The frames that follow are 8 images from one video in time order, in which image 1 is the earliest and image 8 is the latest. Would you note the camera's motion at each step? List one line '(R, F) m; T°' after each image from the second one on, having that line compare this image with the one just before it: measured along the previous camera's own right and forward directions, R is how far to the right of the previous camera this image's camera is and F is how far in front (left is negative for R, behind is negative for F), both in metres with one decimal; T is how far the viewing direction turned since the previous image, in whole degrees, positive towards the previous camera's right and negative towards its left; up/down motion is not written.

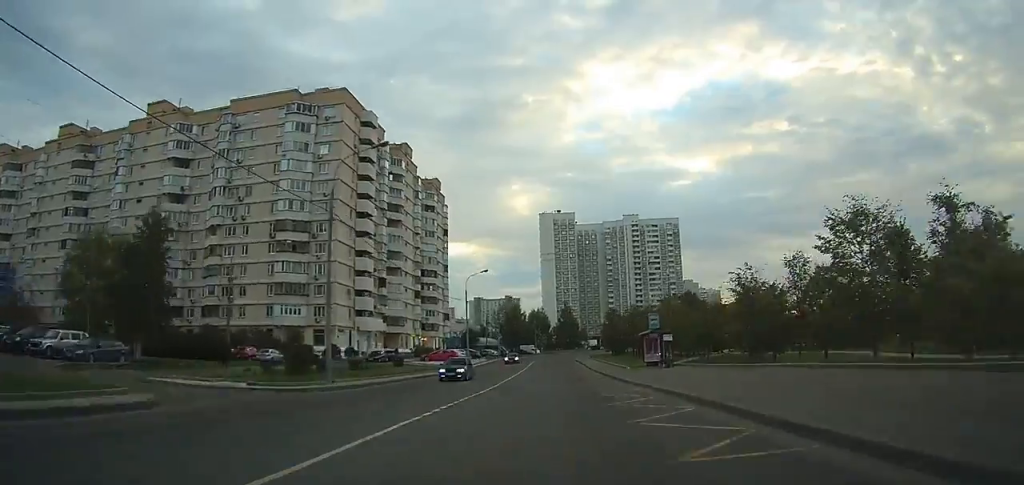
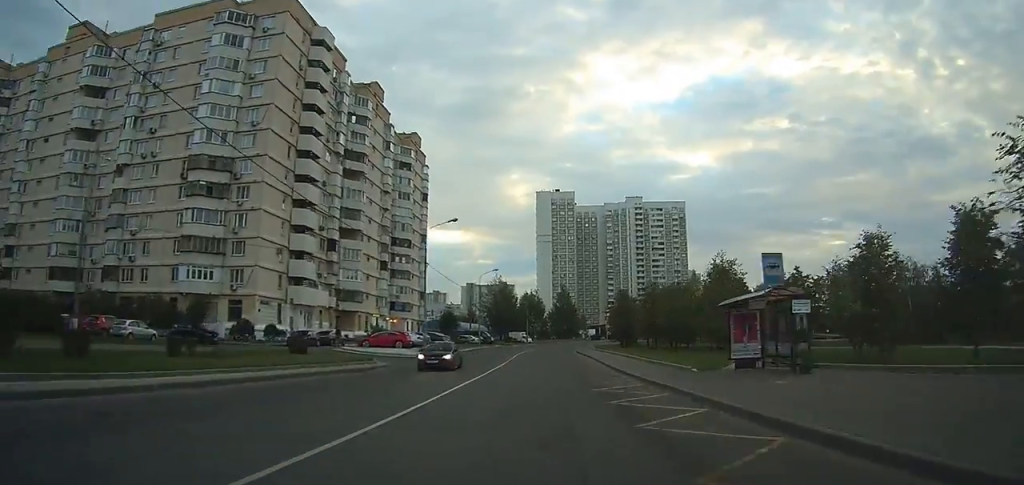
(+0.1, +22.4) m; +1°
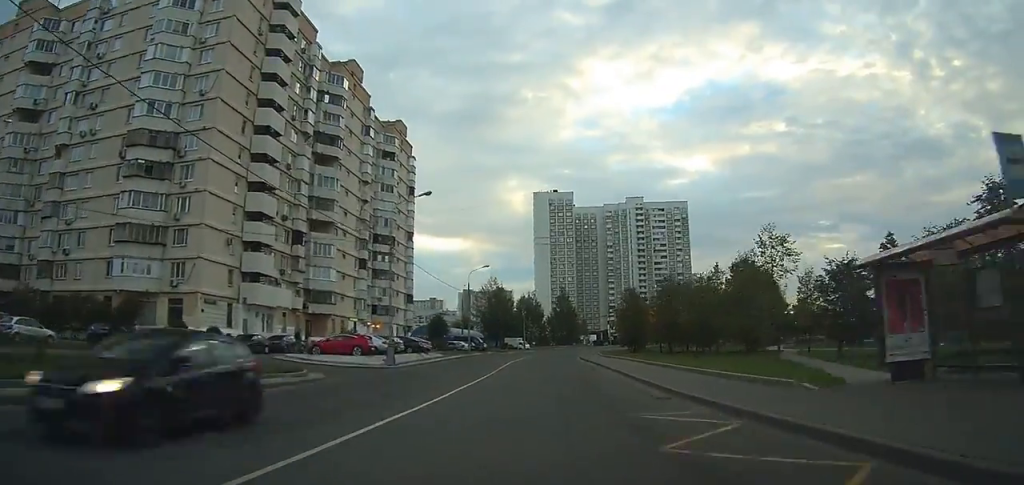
(+0.1, +10.6) m; 0°
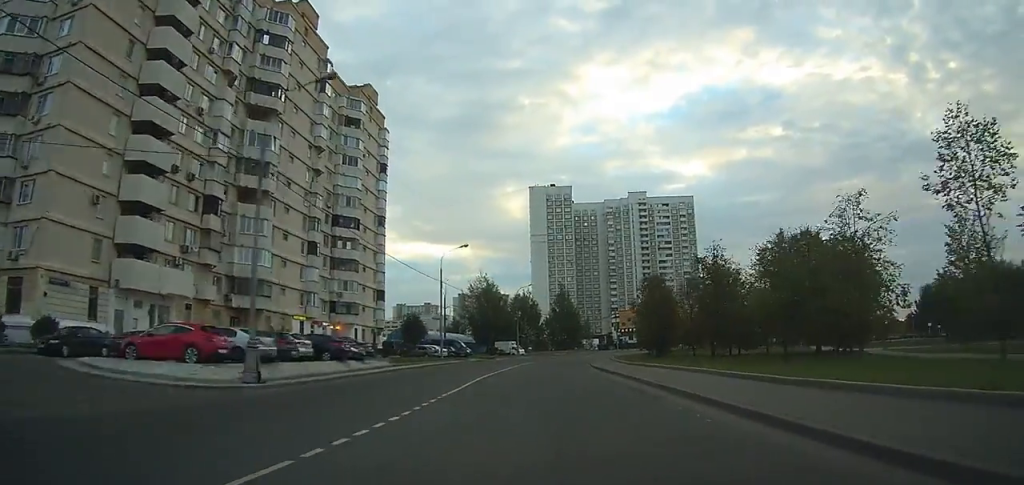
(+0.2, +18.4) m; +1°
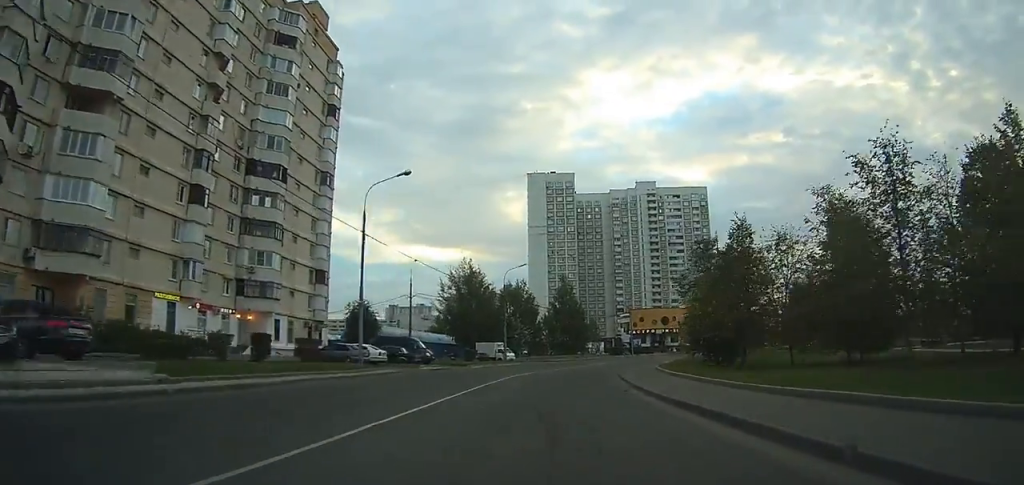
(0.0, +23.8) m; +1°
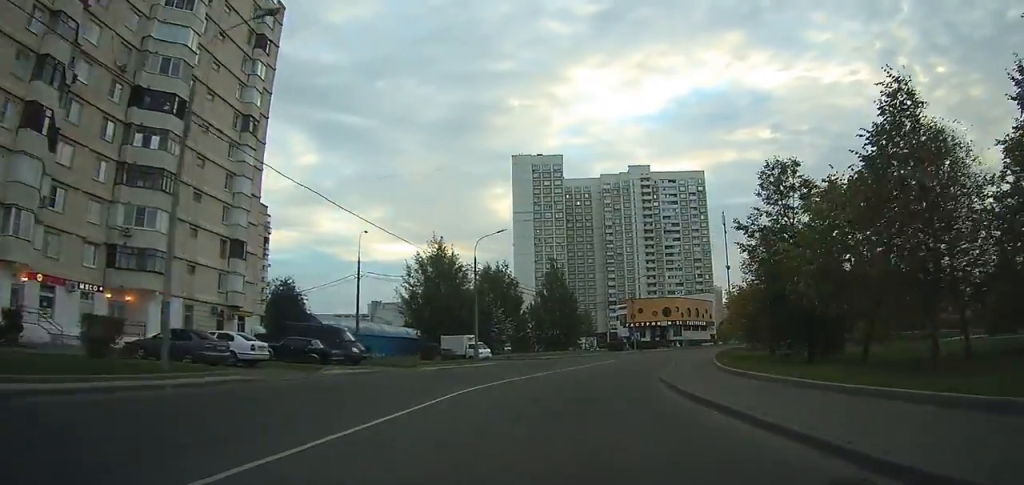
(+0.4, +16.0) m; +4°
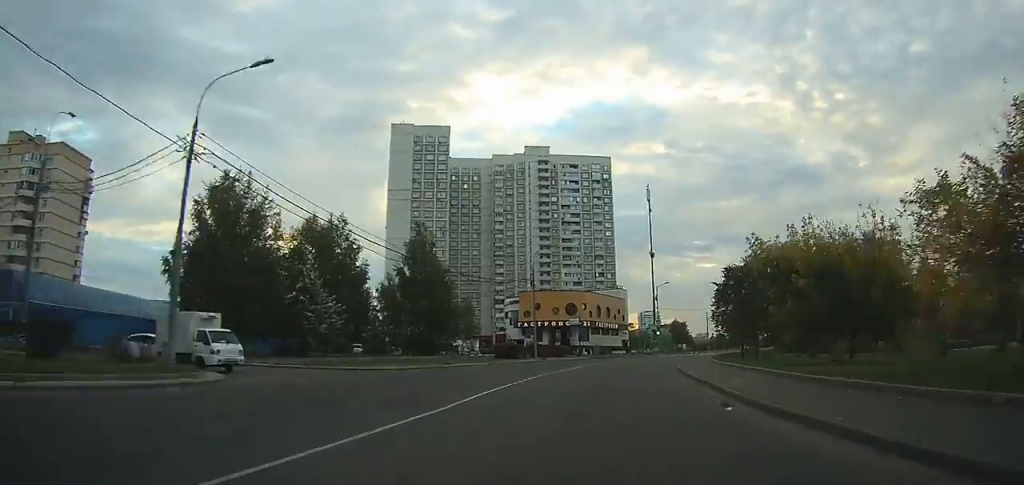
(+1.9, +29.0) m; +9°
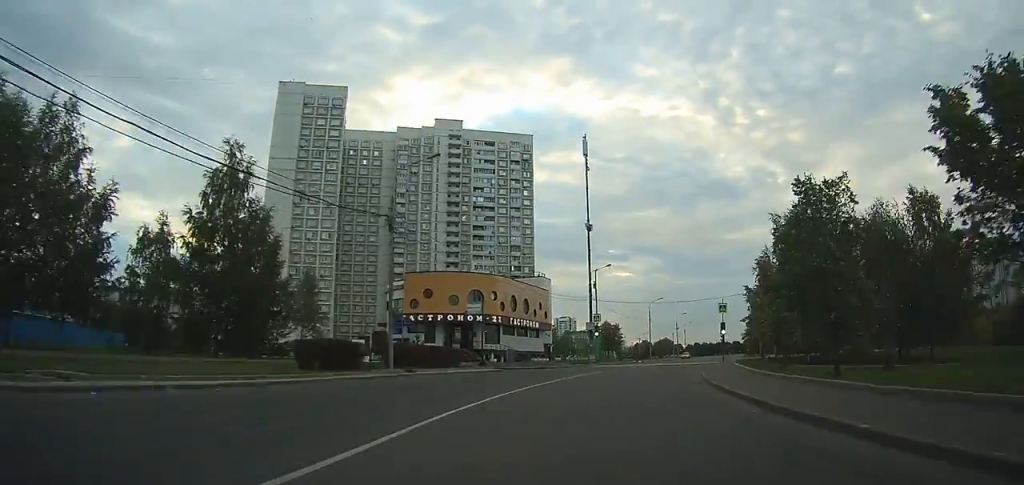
(+2.3, +29.1) m; +9°
